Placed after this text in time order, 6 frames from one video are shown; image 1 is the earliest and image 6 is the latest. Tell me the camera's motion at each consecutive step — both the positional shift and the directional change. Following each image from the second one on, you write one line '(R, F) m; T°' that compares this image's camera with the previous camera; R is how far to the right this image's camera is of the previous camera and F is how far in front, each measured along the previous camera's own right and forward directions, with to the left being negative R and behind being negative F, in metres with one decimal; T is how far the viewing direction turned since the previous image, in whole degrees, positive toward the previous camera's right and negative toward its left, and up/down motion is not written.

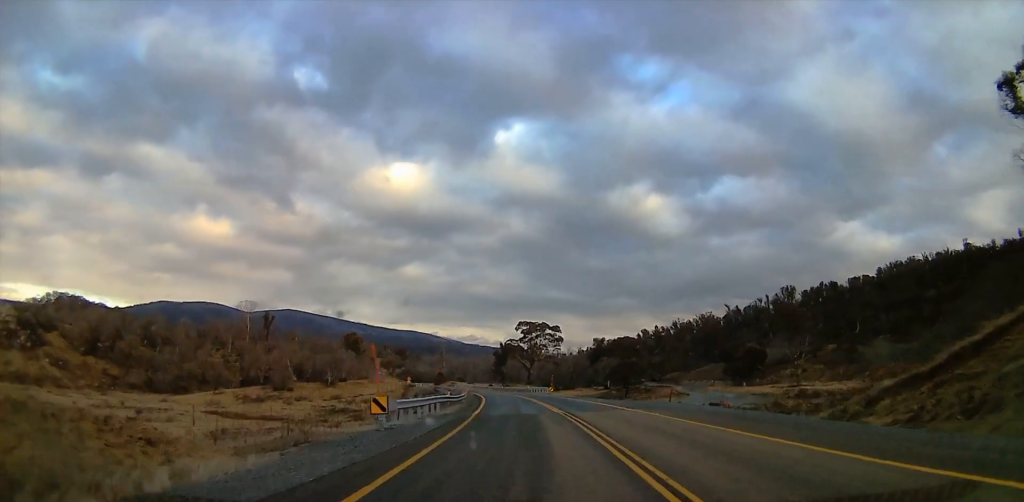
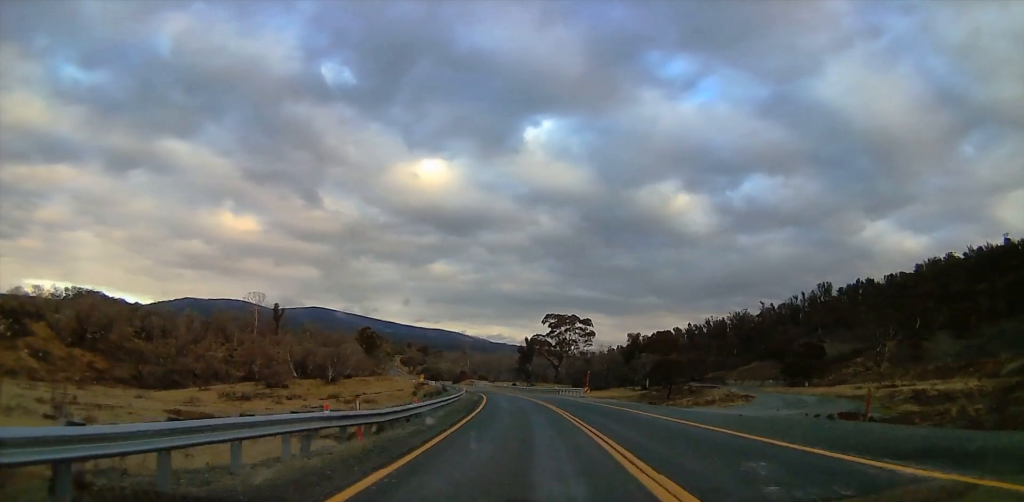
(-0.3, +22.4) m; -1°
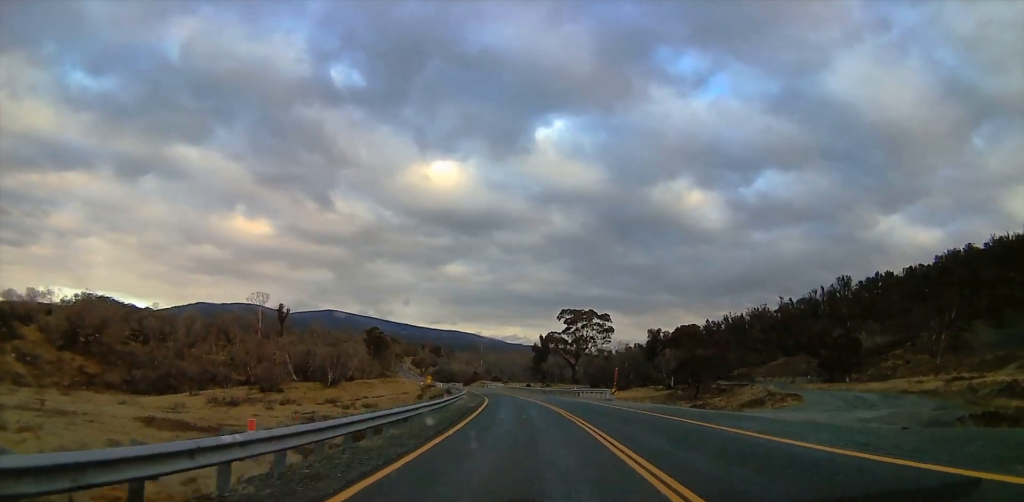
(0.0, +11.2) m; 0°
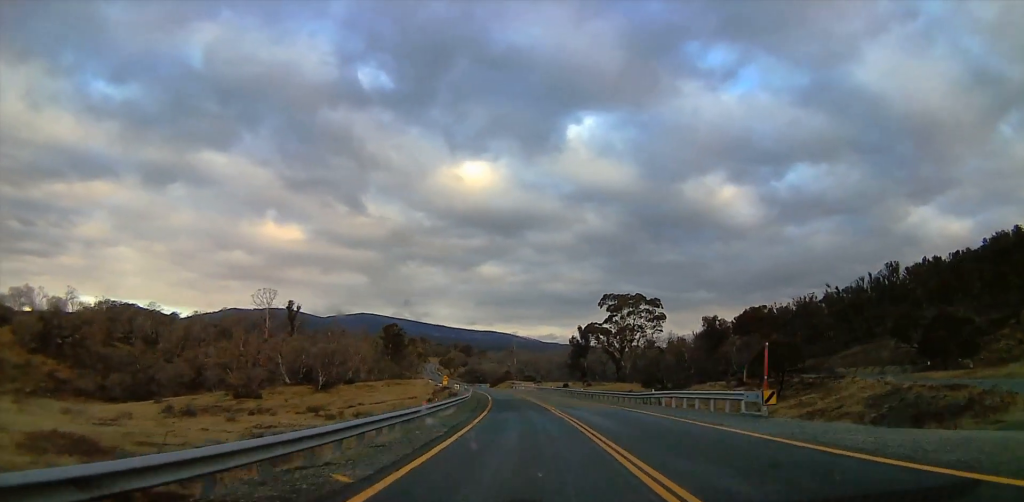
(-0.5, +29.5) m; -4°
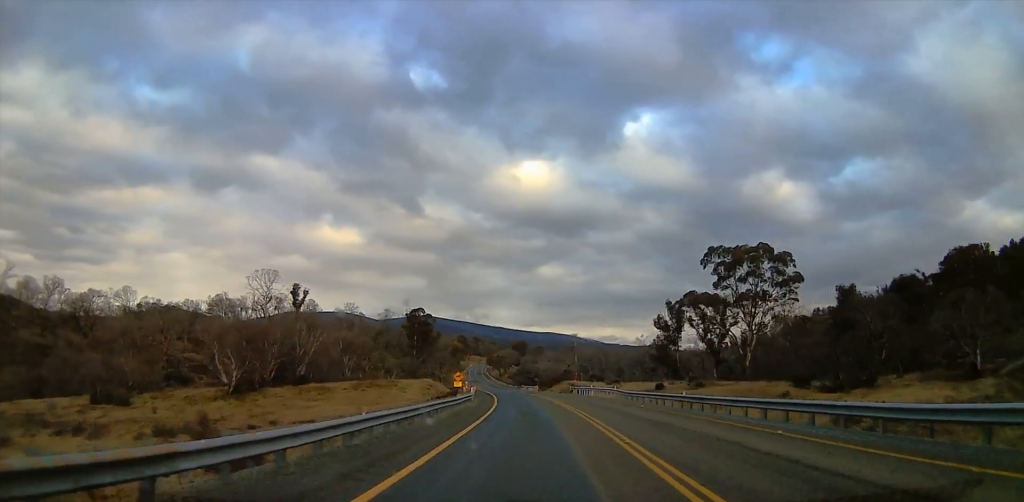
(-4.8, +54.4) m; -6°
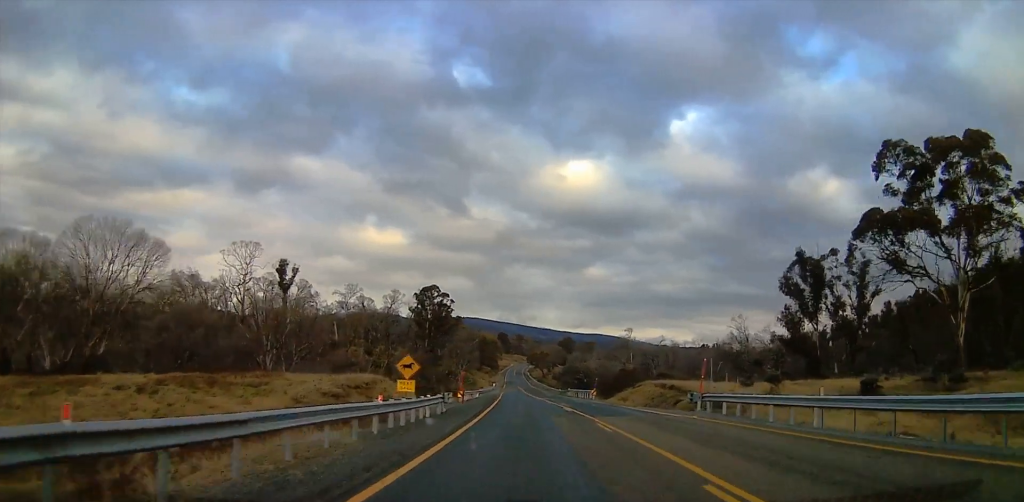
(-0.9, +48.0) m; -3°
